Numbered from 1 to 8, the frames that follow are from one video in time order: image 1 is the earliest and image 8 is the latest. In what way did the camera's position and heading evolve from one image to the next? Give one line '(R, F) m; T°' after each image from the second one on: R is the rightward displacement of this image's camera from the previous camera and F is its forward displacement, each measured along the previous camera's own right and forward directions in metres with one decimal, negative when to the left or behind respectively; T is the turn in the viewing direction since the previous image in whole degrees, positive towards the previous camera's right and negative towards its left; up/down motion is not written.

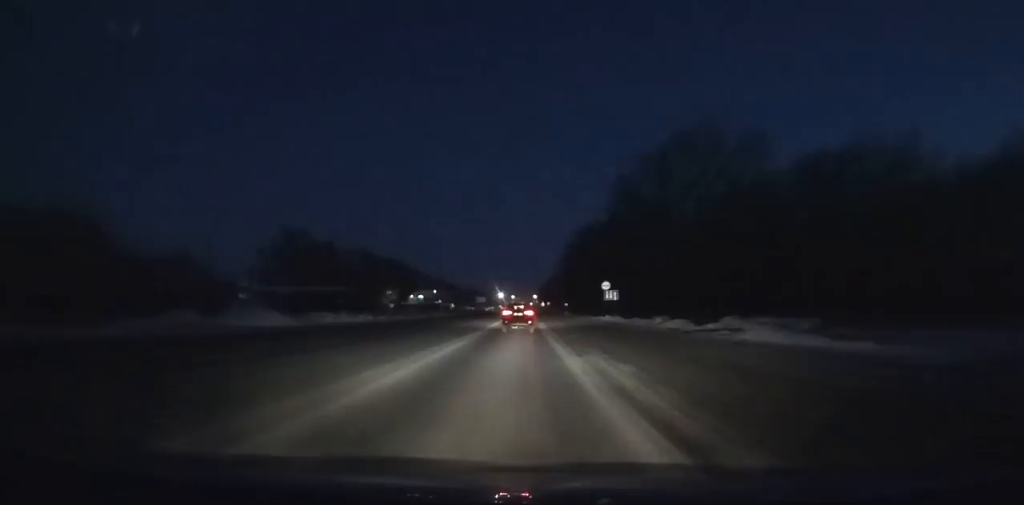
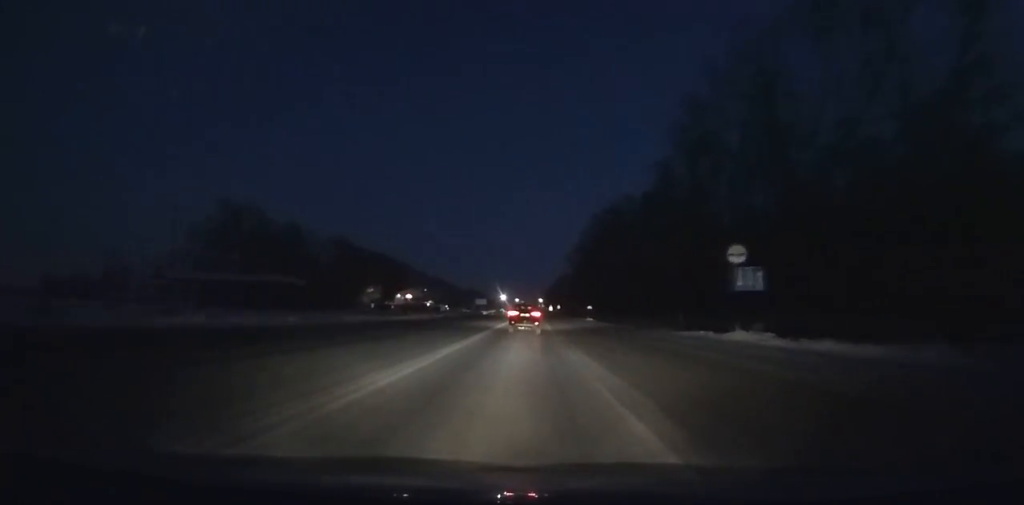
(+0.1, +35.9) m; 0°
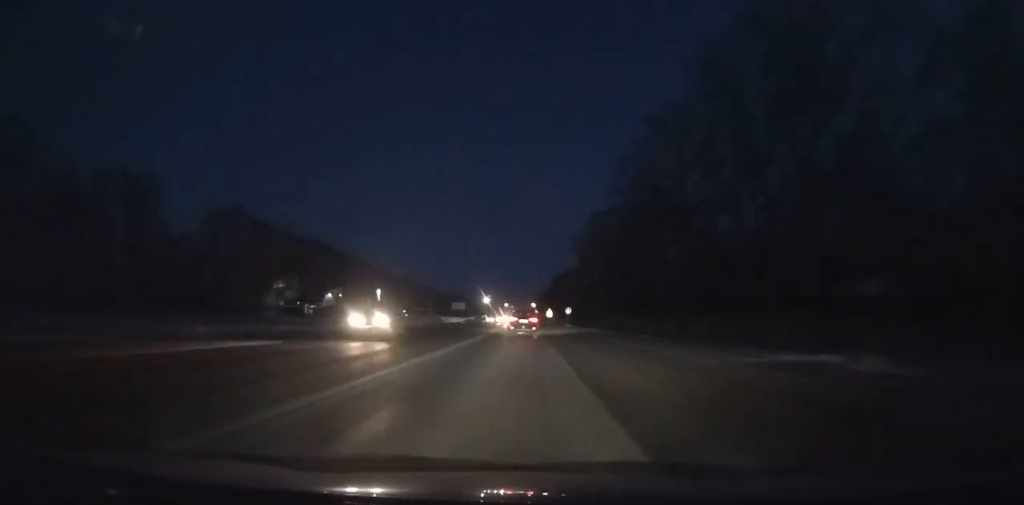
(+0.4, +72.3) m; 0°
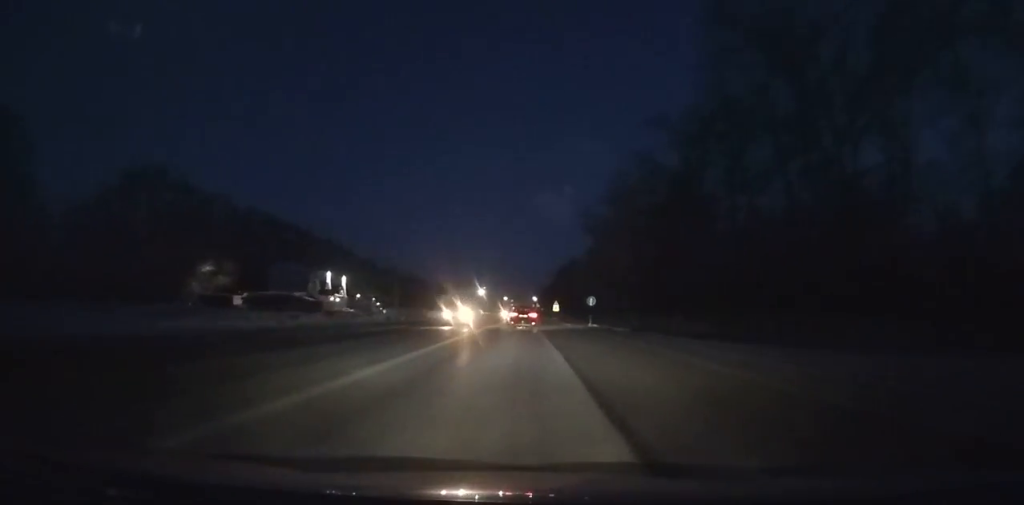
(-0.1, +33.2) m; 0°
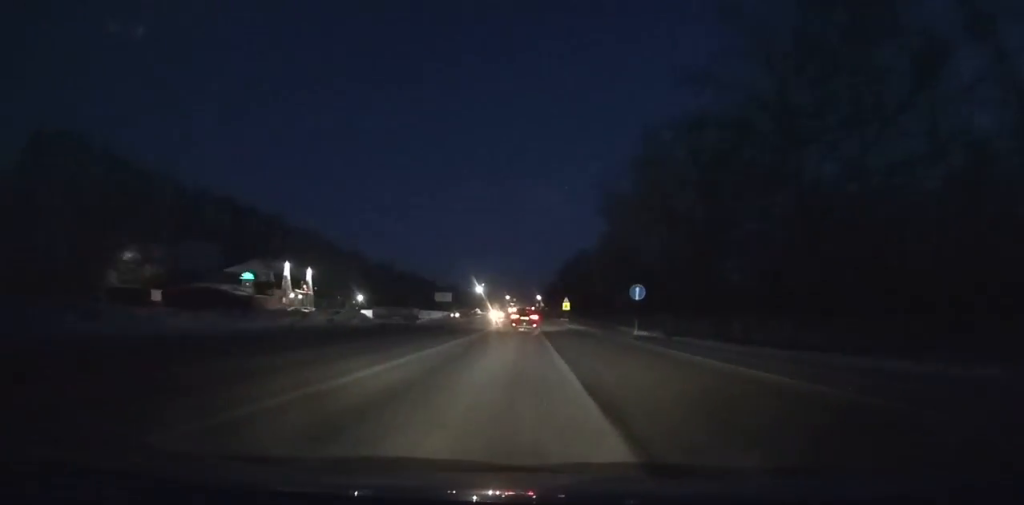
(-0.1, +24.0) m; 0°
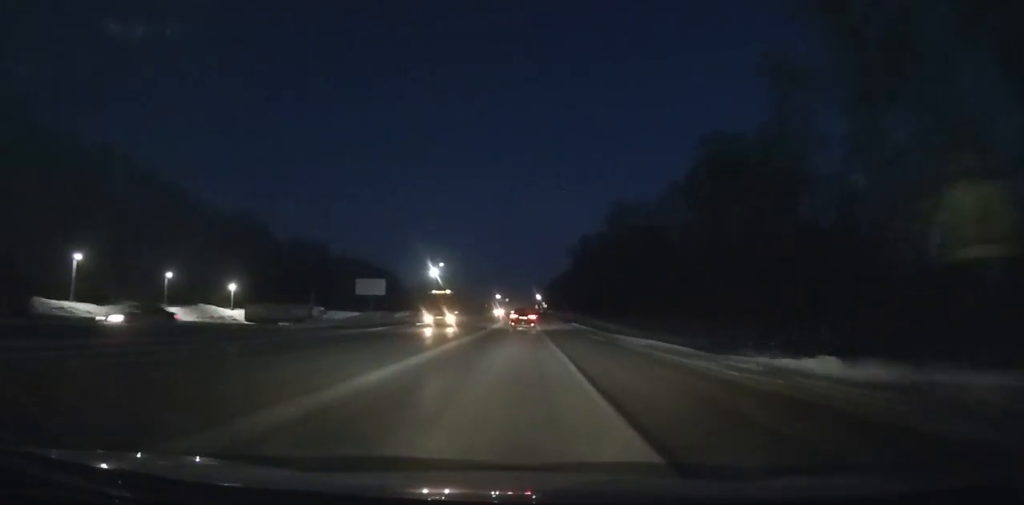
(-0.2, +93.4) m; 0°
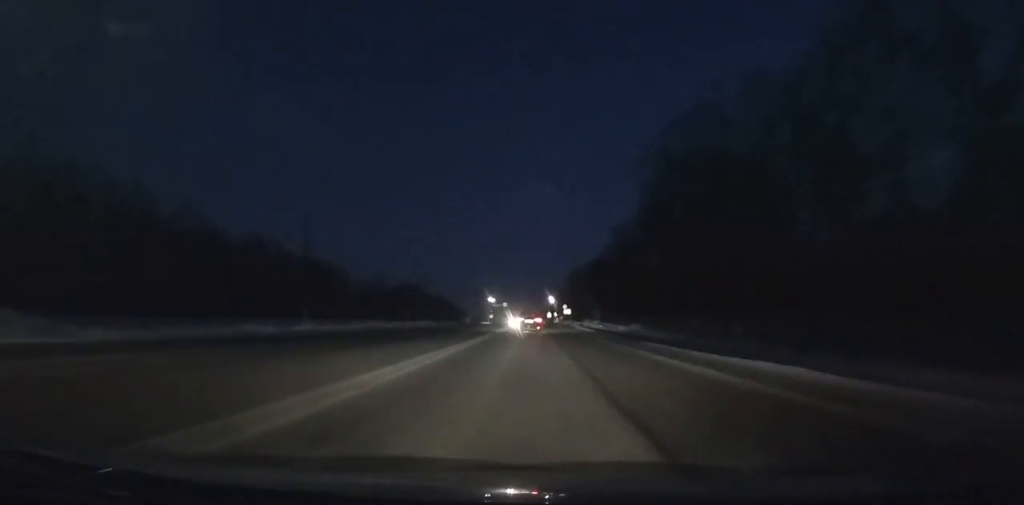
(-0.1, +101.6) m; 0°
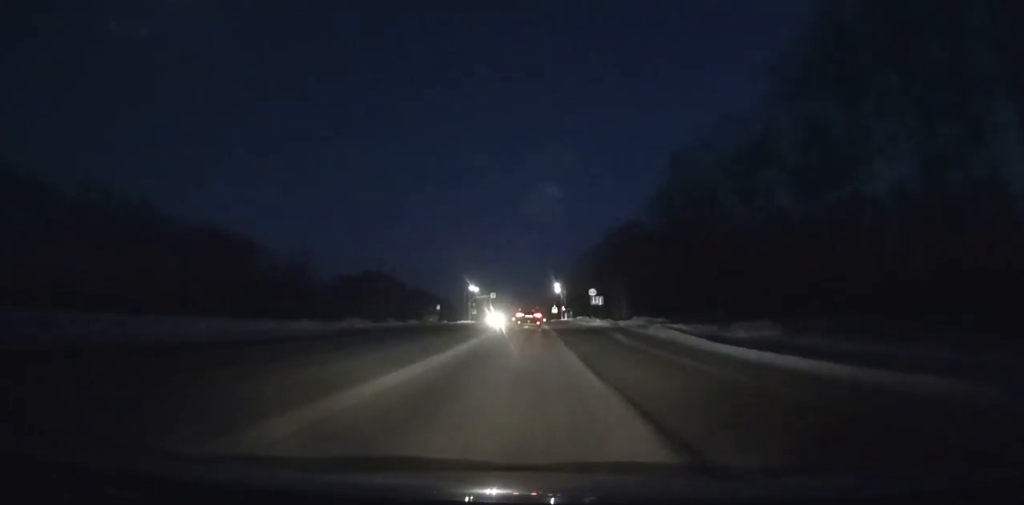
(-0.2, +58.5) m; 0°
